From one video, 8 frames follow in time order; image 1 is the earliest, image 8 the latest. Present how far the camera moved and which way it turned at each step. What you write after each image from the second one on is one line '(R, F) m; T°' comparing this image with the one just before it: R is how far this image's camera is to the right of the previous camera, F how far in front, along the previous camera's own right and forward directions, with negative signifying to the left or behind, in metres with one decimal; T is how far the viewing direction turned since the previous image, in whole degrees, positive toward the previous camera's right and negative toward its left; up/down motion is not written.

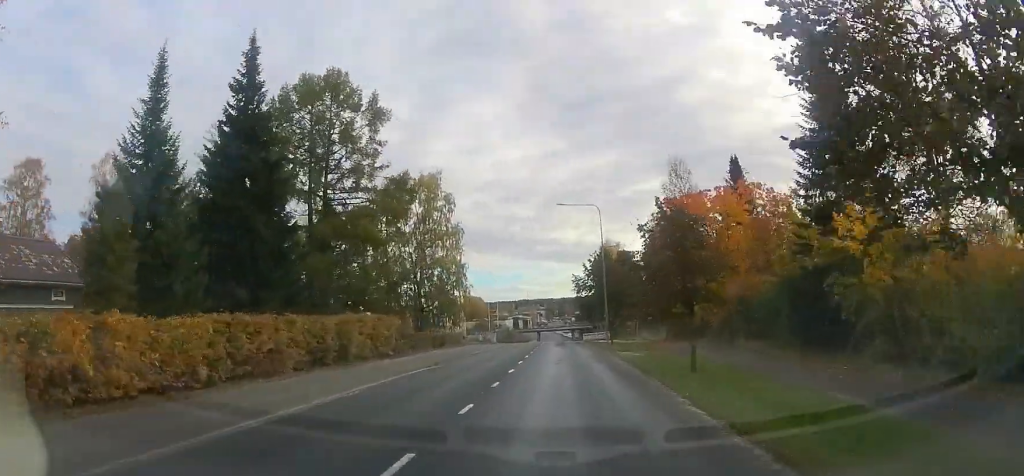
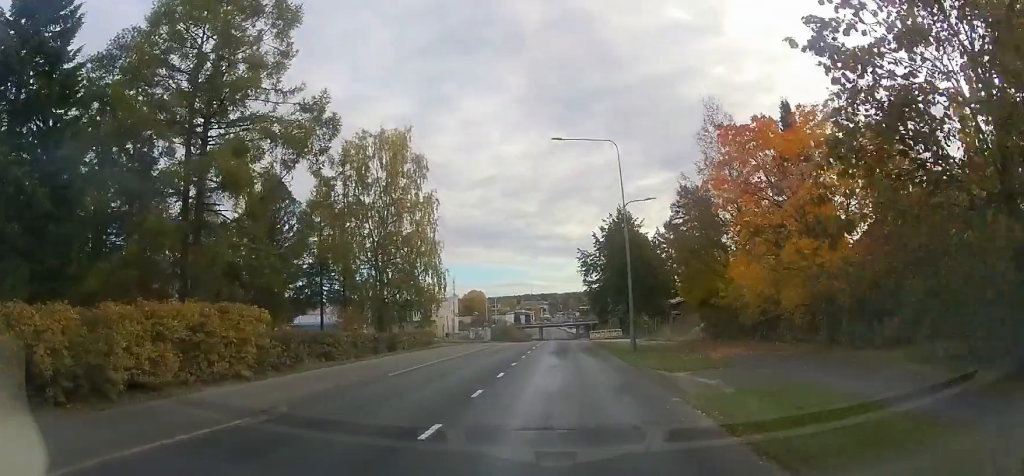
(0.0, +13.8) m; 0°
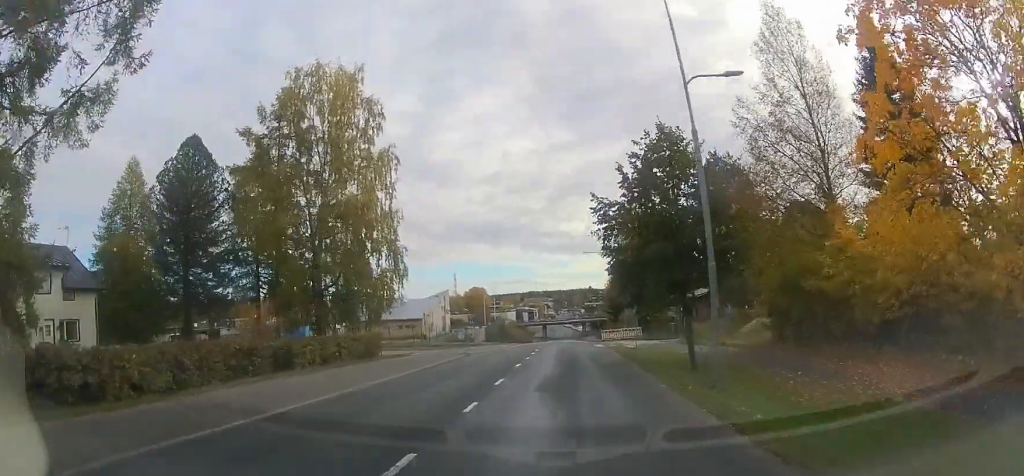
(0.0, +13.6) m; 0°
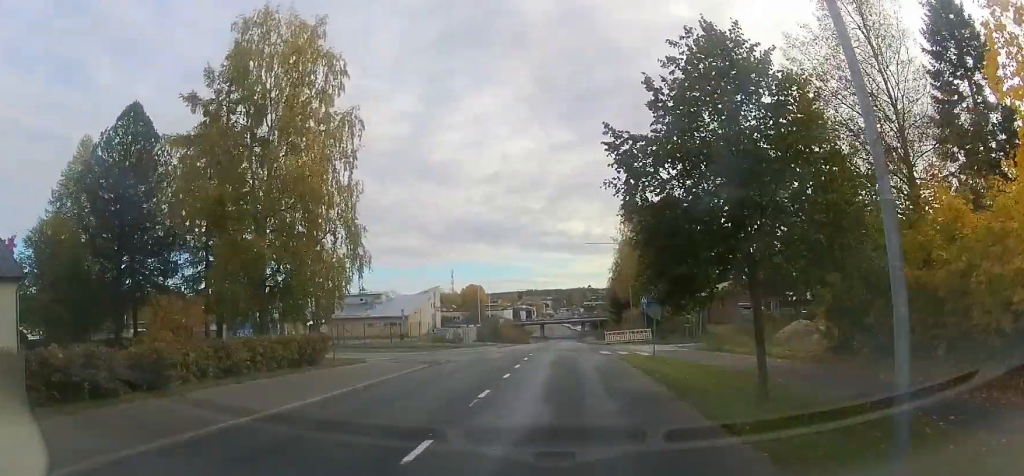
(0.0, +7.2) m; 0°
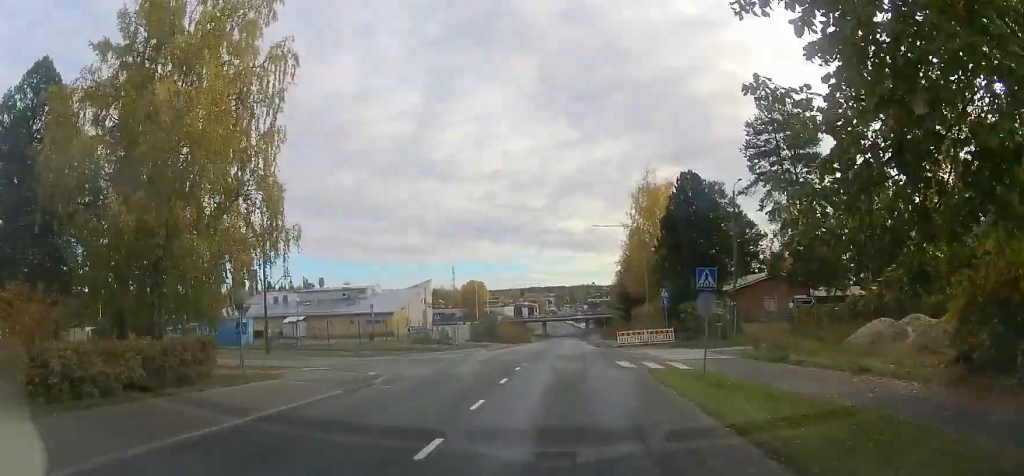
(0.0, +9.0) m; 0°
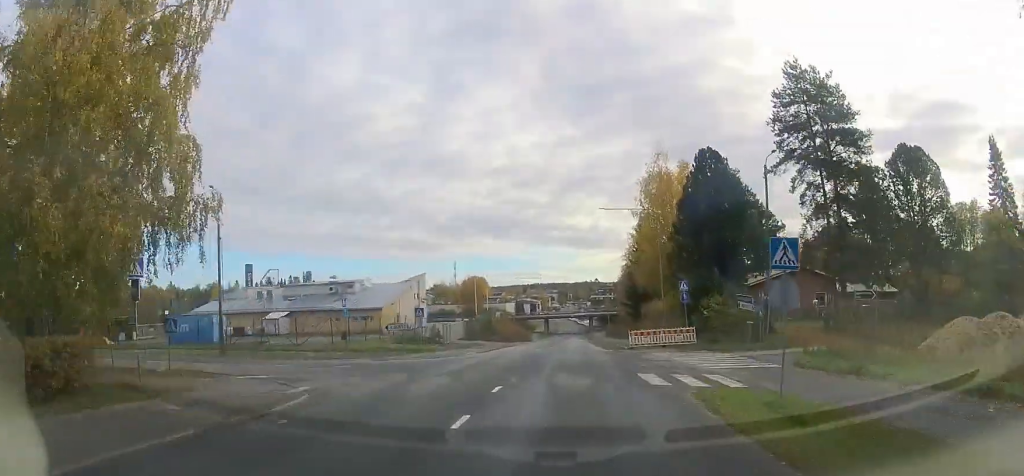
(0.0, +6.0) m; 0°
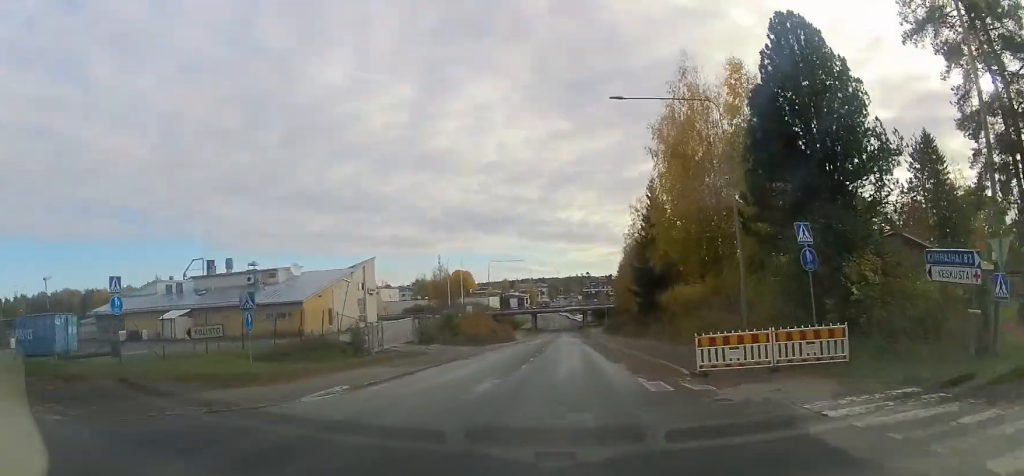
(0.0, +19.7) m; 0°
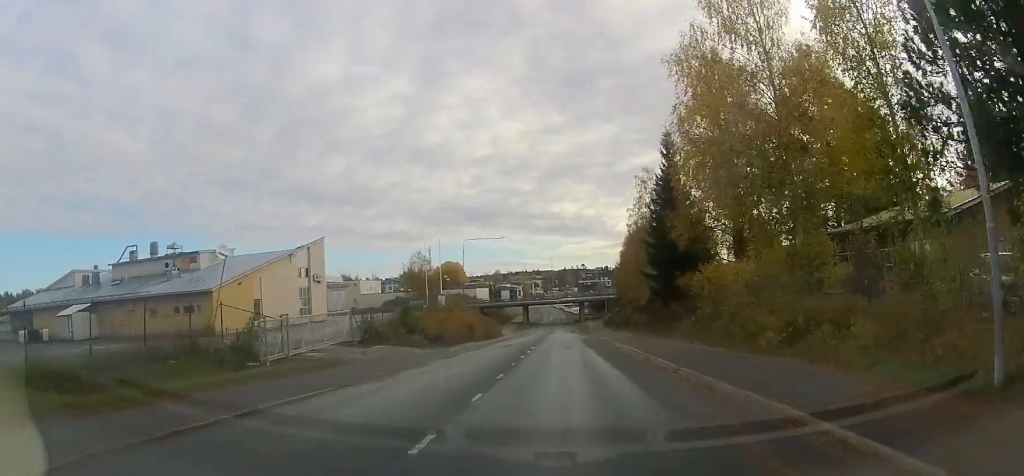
(0.0, +13.4) m; 0°
